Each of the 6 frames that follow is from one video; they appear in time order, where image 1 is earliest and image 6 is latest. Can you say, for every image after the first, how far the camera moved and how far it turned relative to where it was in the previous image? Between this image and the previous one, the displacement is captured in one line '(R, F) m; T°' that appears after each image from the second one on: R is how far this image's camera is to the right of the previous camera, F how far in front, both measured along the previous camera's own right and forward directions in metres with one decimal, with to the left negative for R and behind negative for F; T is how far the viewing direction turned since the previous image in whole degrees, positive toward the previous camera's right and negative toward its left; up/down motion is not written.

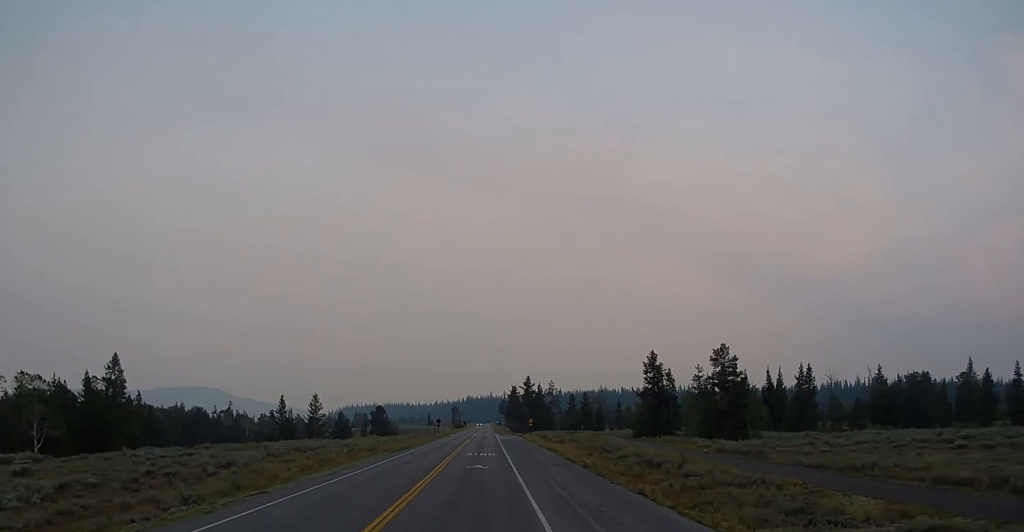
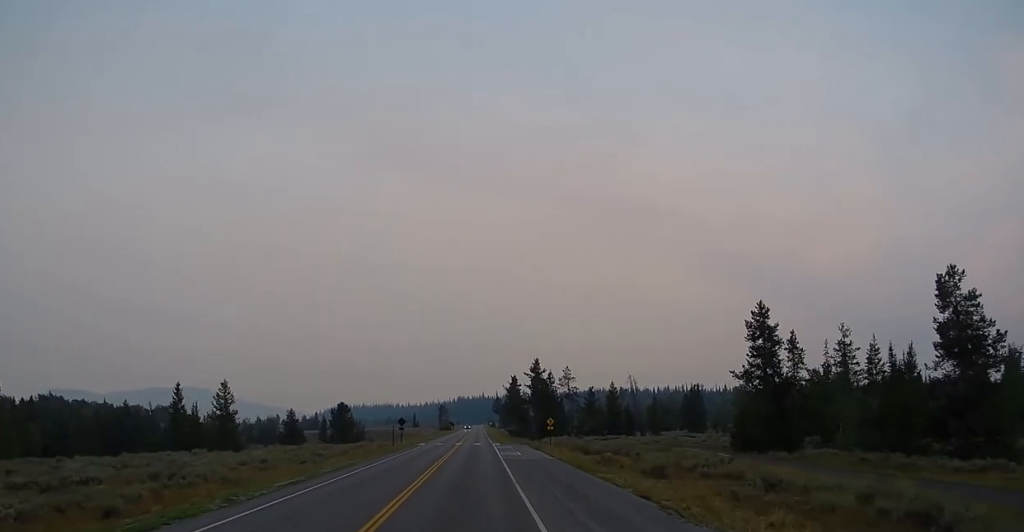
(-0.2, +45.4) m; +1°
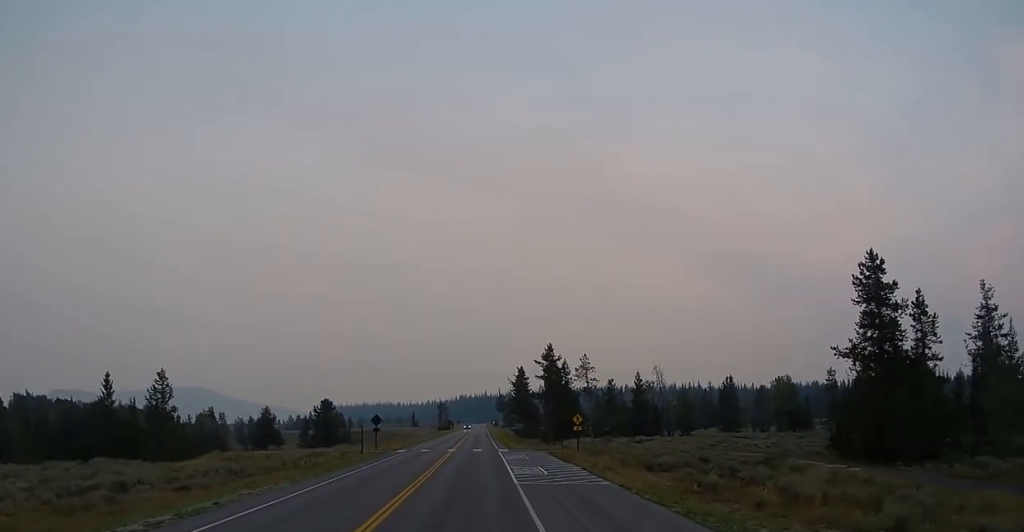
(+0.3, +19.5) m; -1°
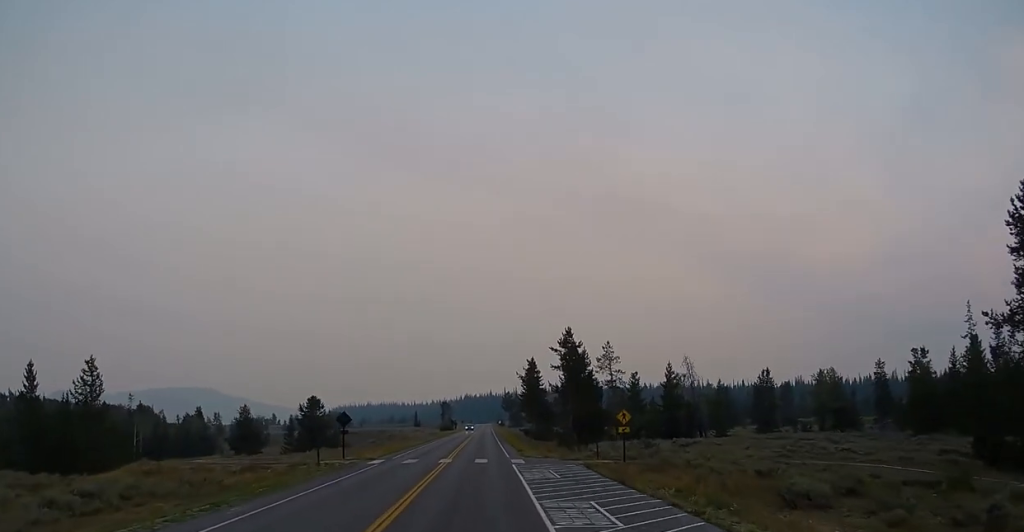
(-0.4, +16.1) m; 0°
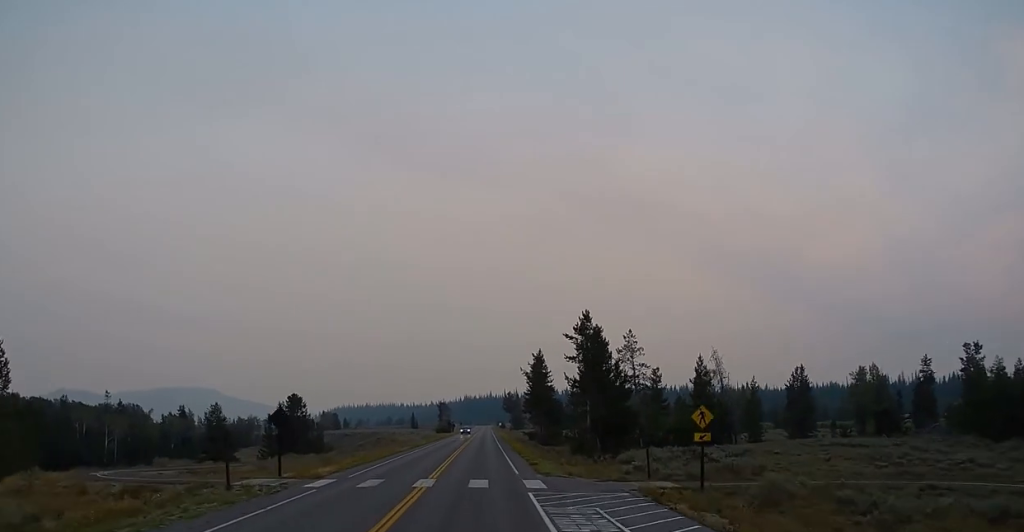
(+0.5, +13.1) m; 0°
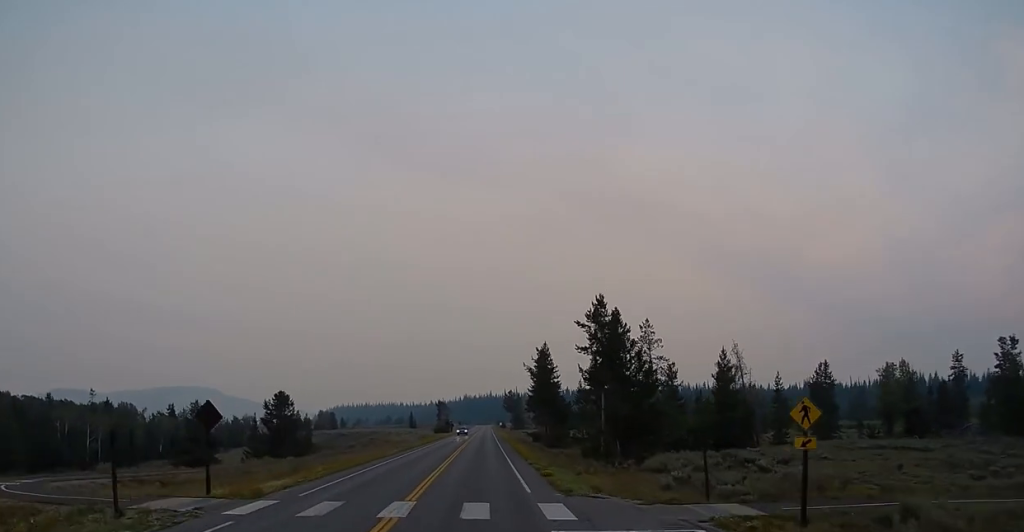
(-0.2, +7.7) m; -1°
